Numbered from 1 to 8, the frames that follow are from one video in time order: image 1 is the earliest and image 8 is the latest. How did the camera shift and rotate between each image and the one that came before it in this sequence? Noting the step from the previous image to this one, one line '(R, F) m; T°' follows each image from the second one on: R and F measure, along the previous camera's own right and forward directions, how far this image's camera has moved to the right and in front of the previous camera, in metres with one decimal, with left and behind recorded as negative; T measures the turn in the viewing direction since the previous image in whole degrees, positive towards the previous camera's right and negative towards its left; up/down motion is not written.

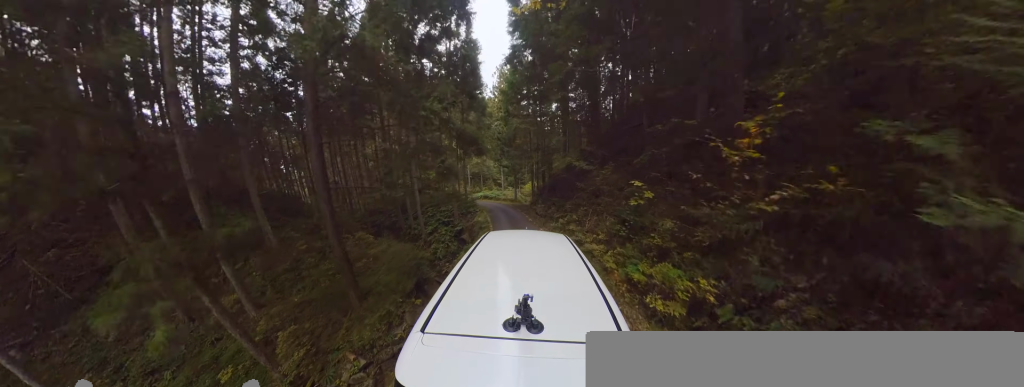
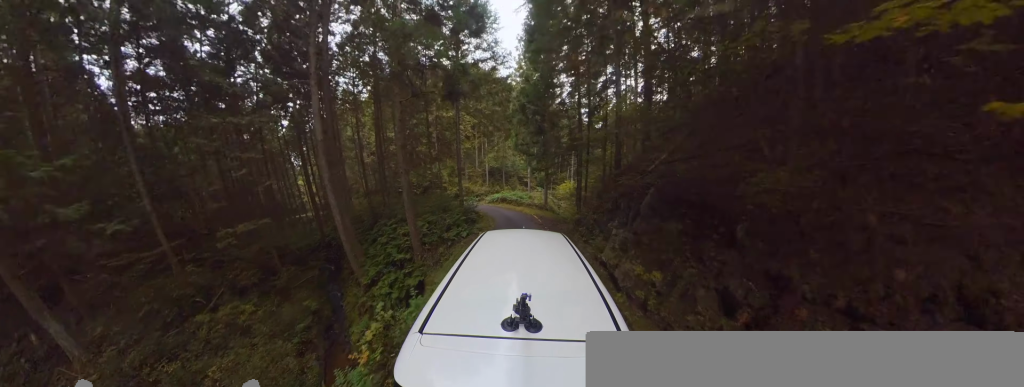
(+0.3, +10.8) m; -12°
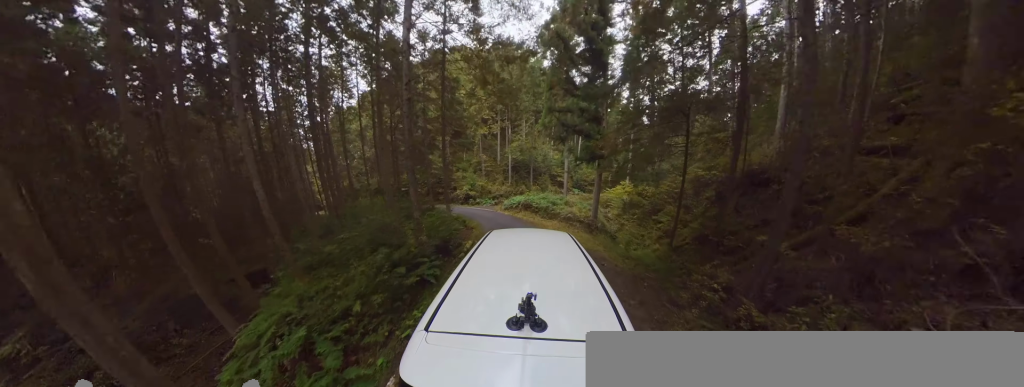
(-3.0, +7.5) m; -49°
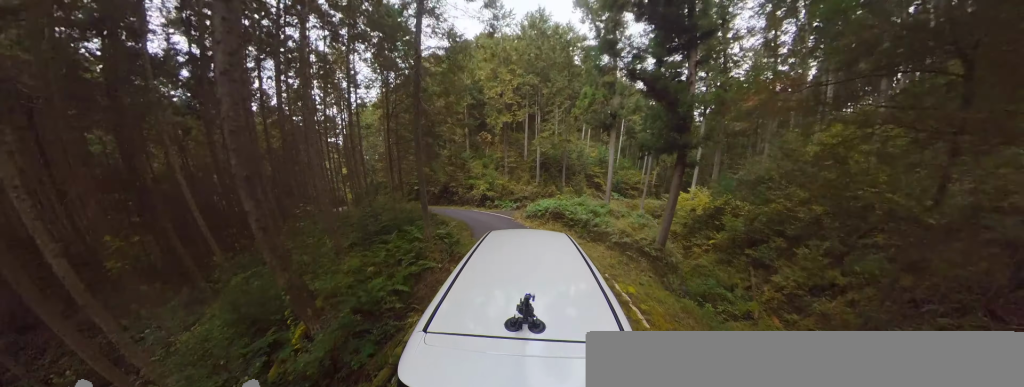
(-1.6, +5.5) m; -14°
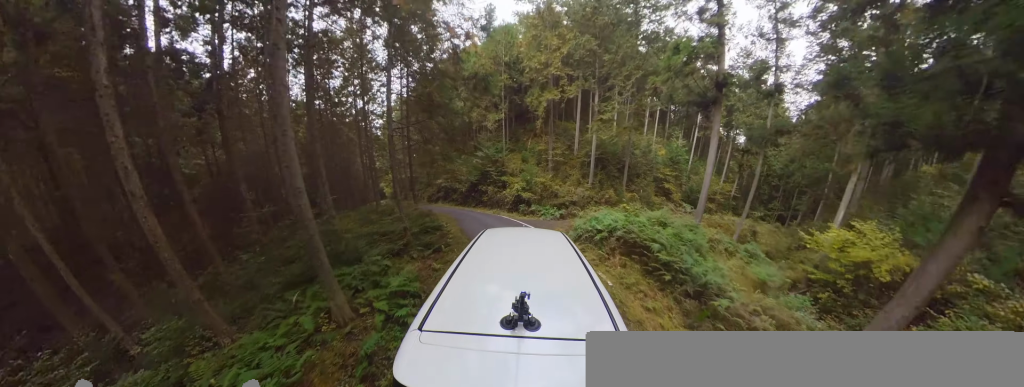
(-0.1, +6.3) m; 0°
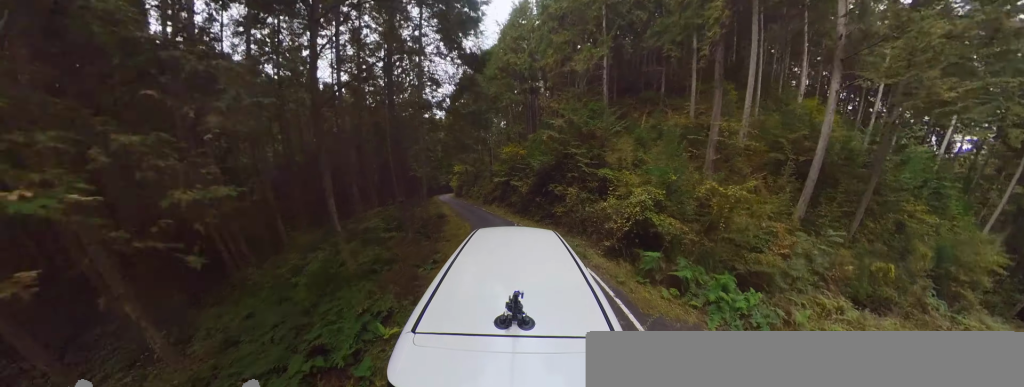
(-0.9, +10.0) m; -26°
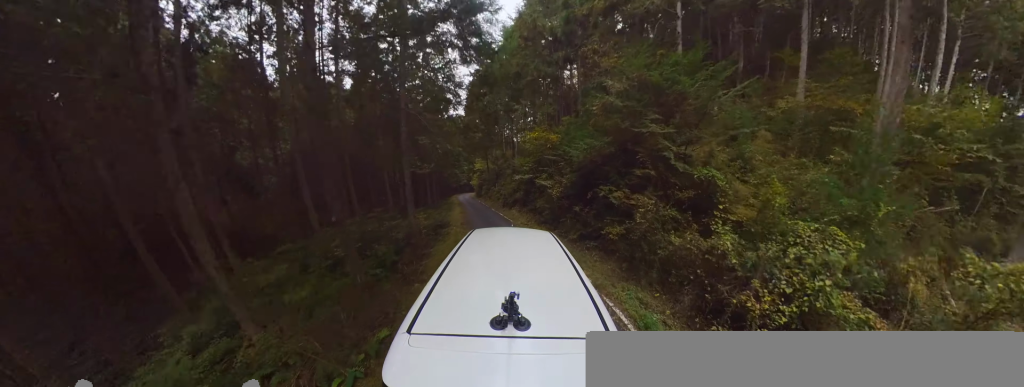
(-0.6, +4.2) m; +2°
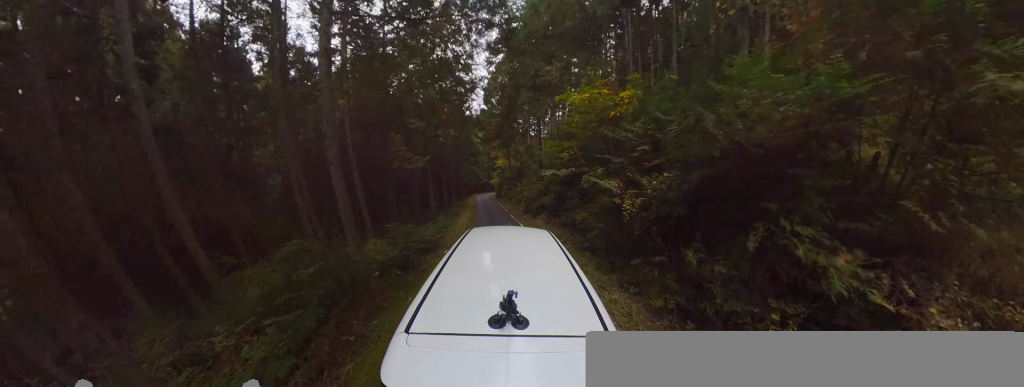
(-0.1, +4.6) m; +3°
